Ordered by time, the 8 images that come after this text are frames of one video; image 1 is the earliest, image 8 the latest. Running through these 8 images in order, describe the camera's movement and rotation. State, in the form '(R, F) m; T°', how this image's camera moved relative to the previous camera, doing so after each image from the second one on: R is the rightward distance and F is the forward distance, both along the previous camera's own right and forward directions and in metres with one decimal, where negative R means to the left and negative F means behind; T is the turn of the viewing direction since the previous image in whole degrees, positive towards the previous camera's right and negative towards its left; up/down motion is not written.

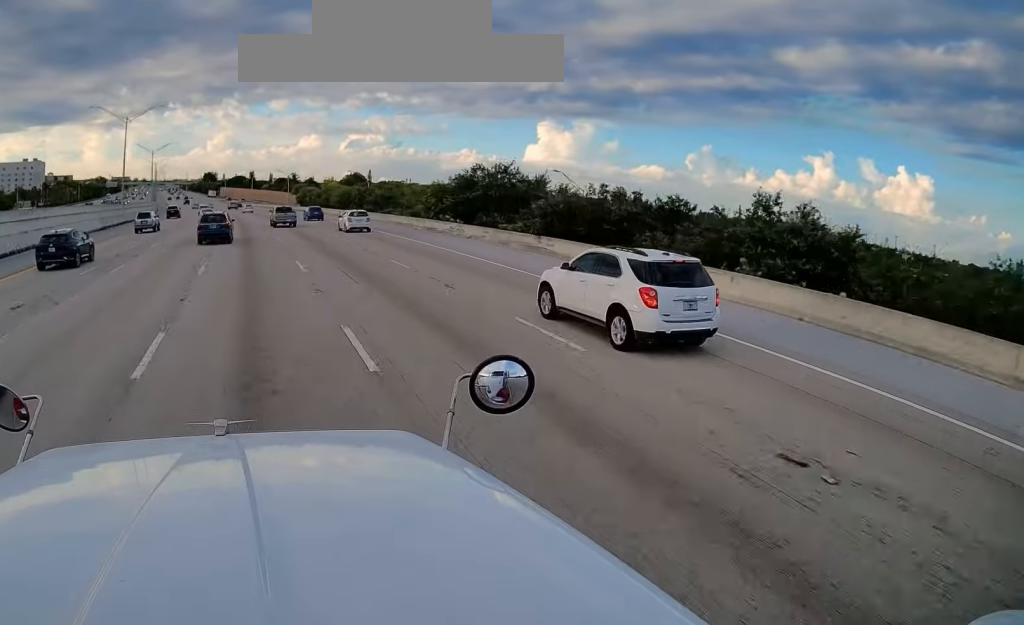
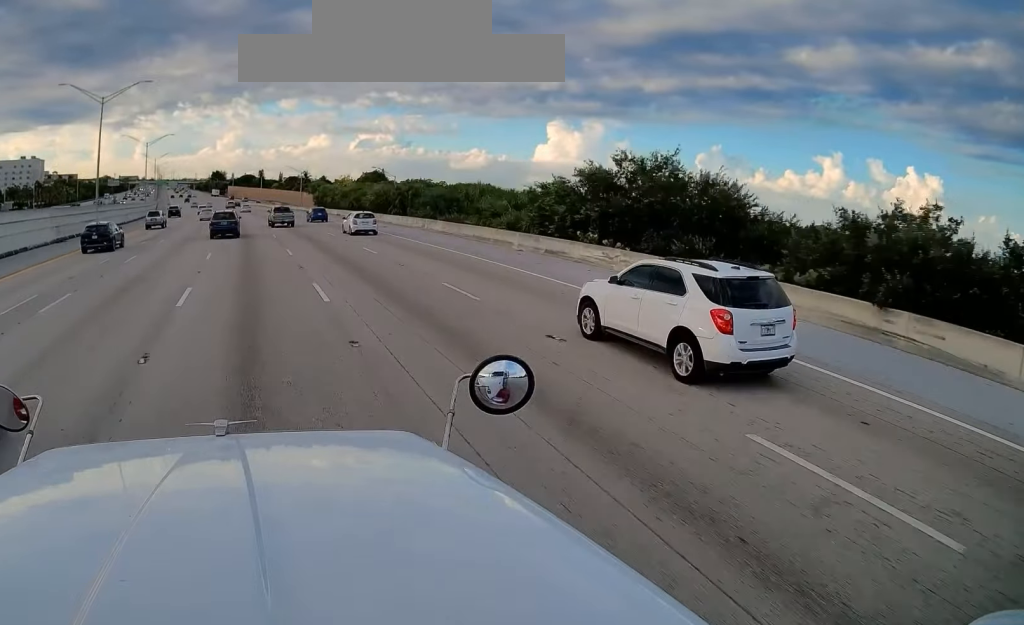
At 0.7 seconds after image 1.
(-0.1, +18.0) m; -1°
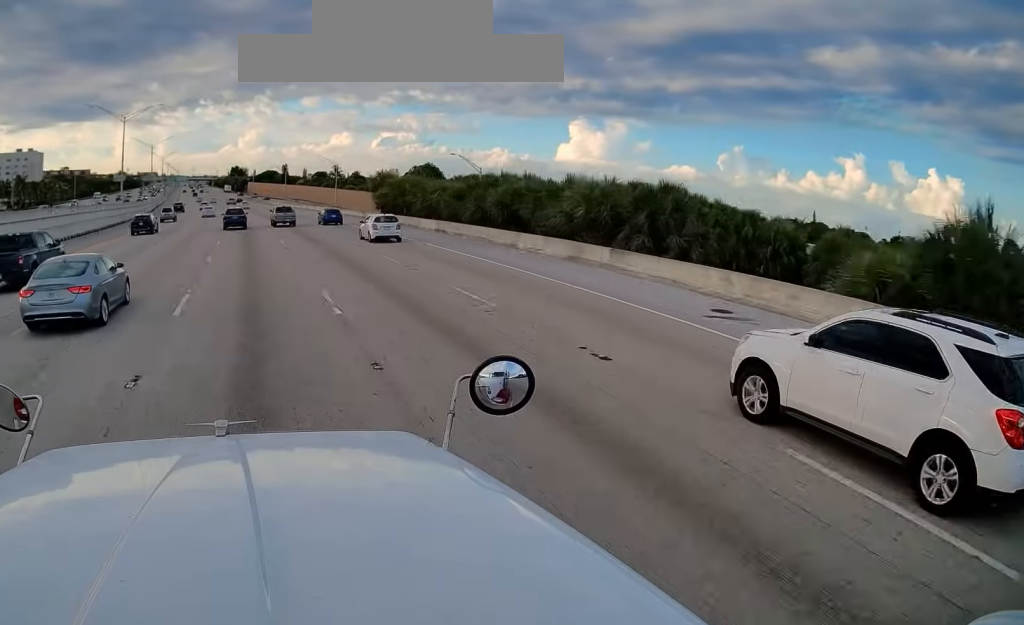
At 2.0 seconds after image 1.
(-0.5, +36.7) m; -2°
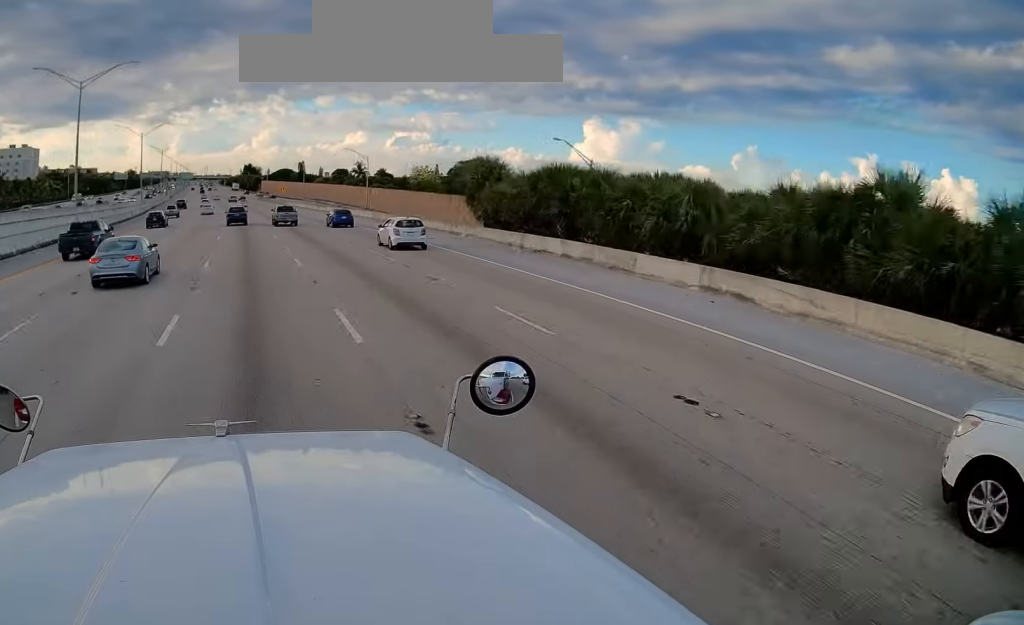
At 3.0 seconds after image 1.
(-0.3, +25.0) m; -1°
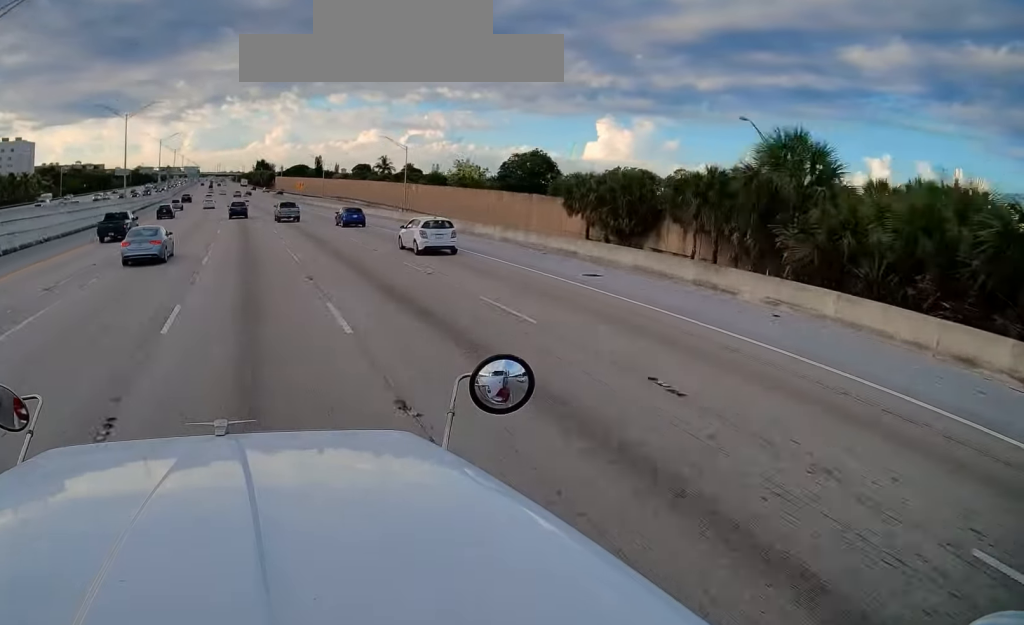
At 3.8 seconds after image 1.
(-0.1, +20.7) m; 0°
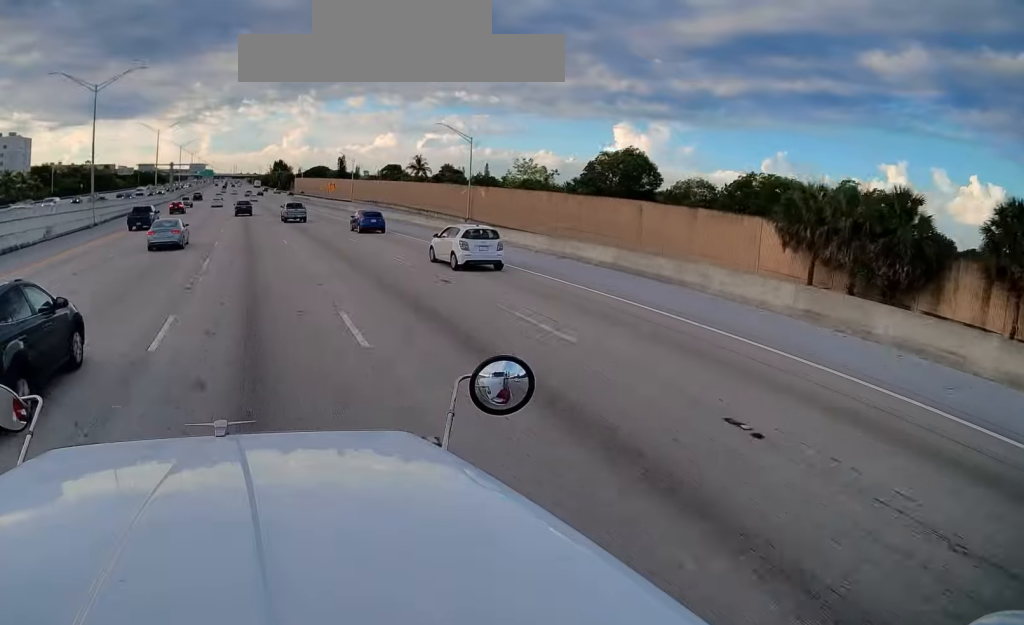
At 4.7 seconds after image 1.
(-0.1, +23.2) m; -1°
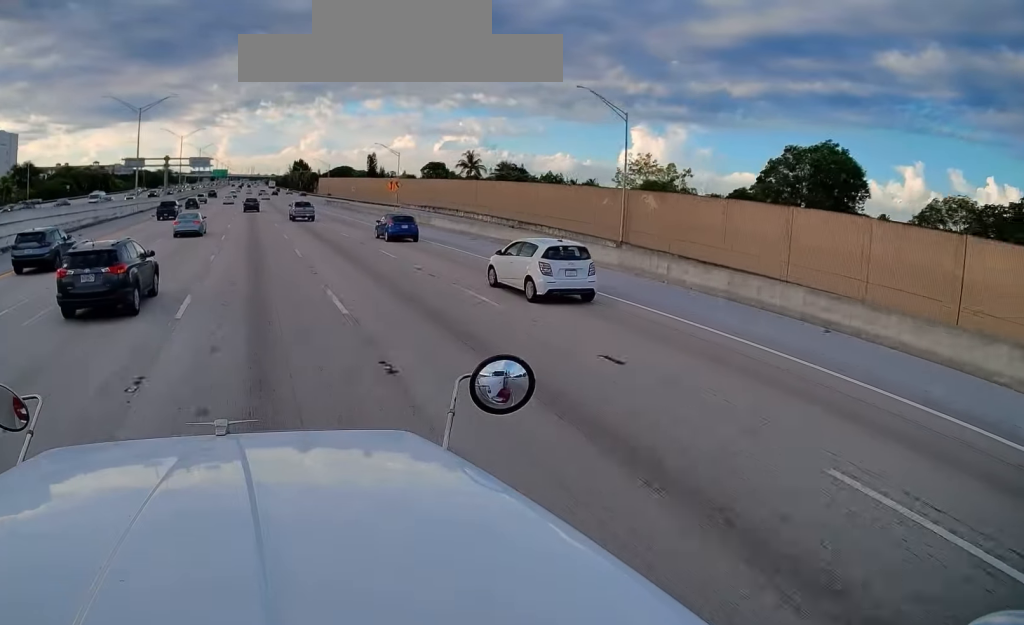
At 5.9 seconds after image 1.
(-0.3, +26.8) m; -2°
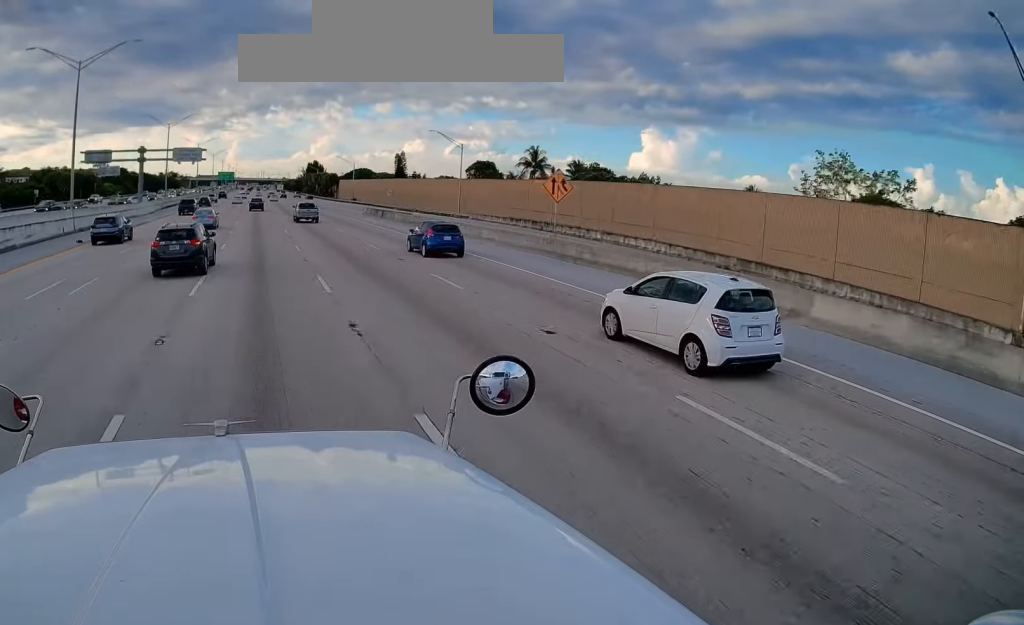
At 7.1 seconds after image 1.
(-0.5, +30.1) m; -1°
